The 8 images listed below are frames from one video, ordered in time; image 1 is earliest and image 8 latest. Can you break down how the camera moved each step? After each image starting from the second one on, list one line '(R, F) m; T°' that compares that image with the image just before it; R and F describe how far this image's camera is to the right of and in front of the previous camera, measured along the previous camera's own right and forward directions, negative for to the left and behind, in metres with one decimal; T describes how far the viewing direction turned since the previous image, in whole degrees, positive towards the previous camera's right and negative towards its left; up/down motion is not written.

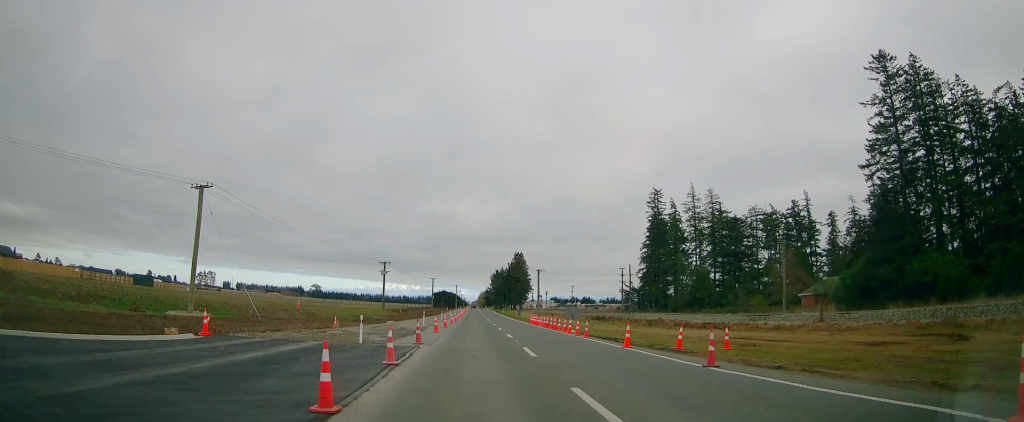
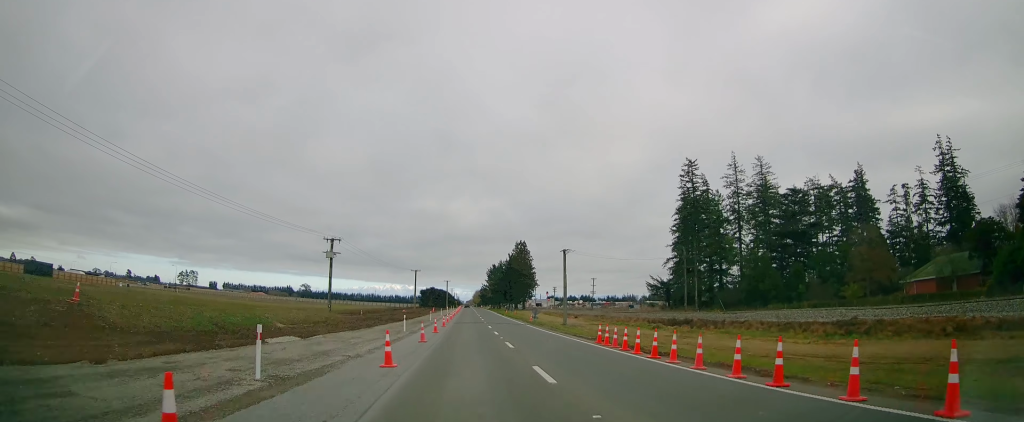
(+0.6, +33.6) m; +2°
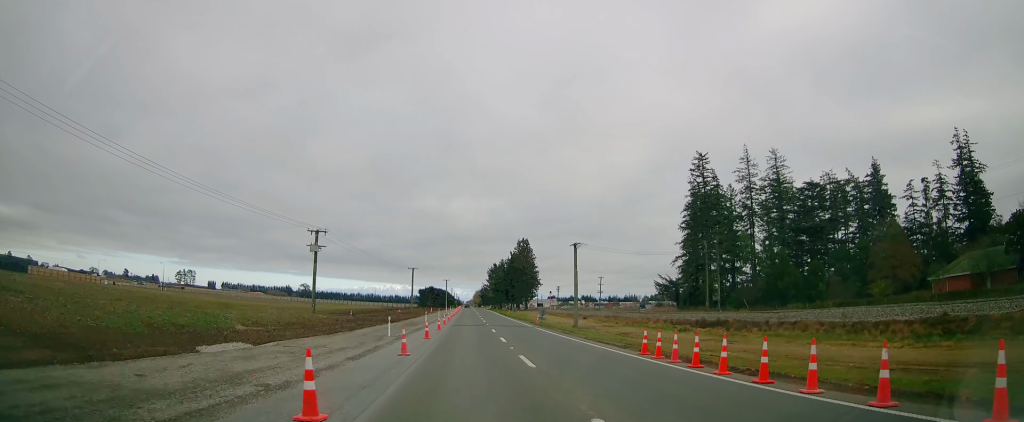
(+0.1, +6.7) m; 0°
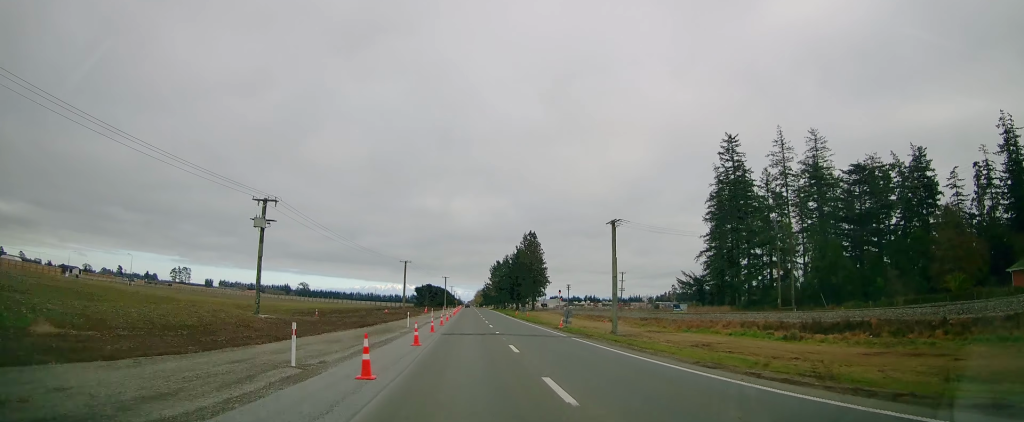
(-0.2, +15.8) m; 0°
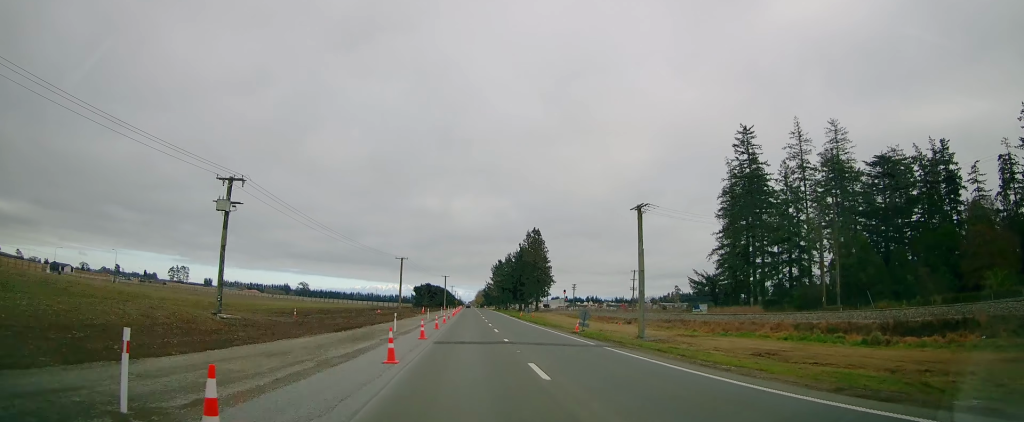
(0.0, +6.8) m; 0°
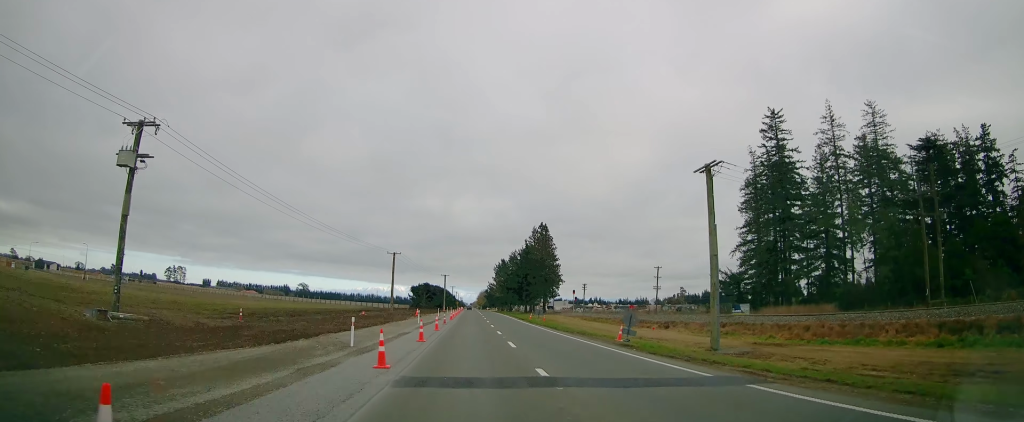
(+0.2, +11.4) m; -1°
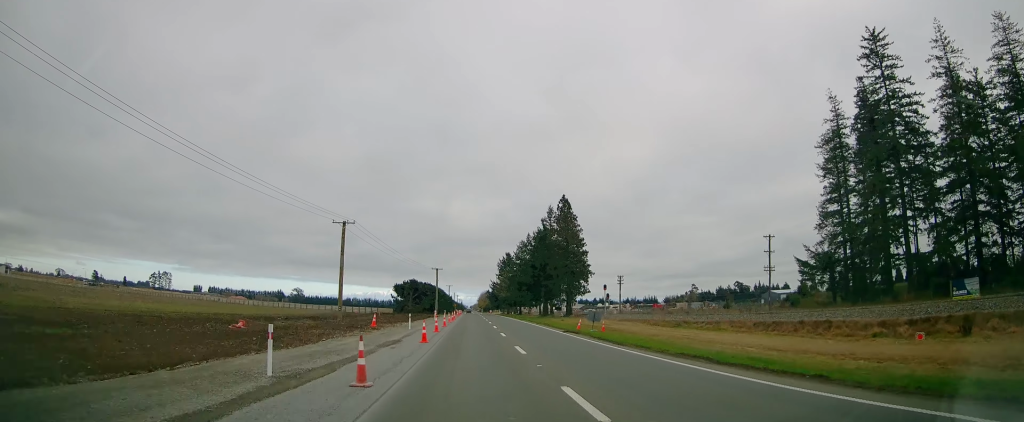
(-0.2, +32.9) m; 0°
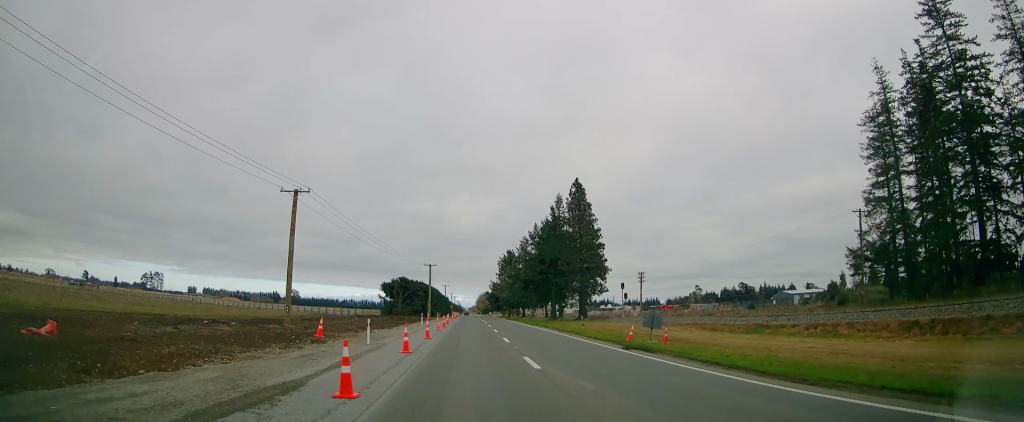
(-0.2, +14.0) m; 0°
